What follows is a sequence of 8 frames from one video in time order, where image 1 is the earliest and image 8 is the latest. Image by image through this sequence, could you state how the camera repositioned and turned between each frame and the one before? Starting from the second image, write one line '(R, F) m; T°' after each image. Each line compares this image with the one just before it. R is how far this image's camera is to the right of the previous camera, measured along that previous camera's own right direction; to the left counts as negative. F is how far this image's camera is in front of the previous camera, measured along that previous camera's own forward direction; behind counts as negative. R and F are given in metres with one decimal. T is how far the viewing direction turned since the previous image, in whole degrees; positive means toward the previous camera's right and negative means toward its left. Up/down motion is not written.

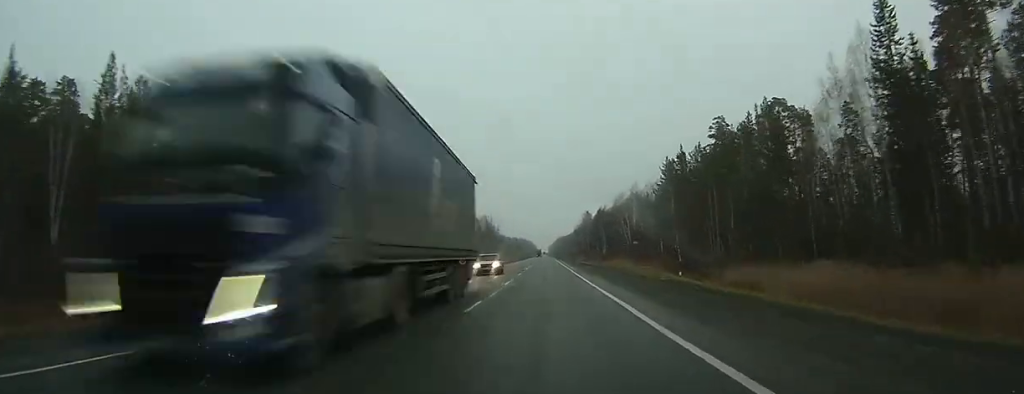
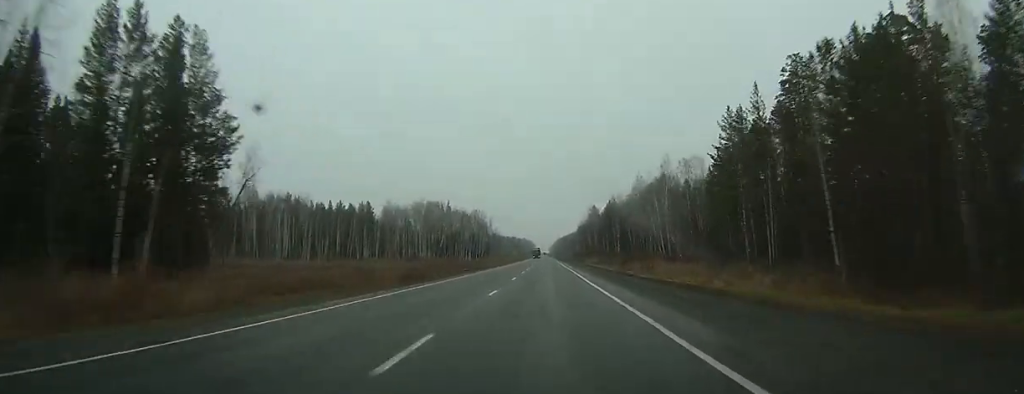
(+0.1, +42.7) m; 0°
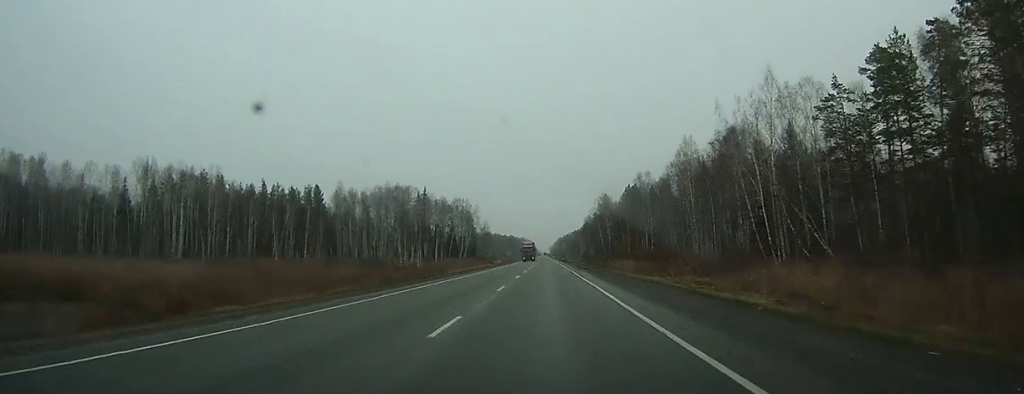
(-0.1, +56.4) m; 0°
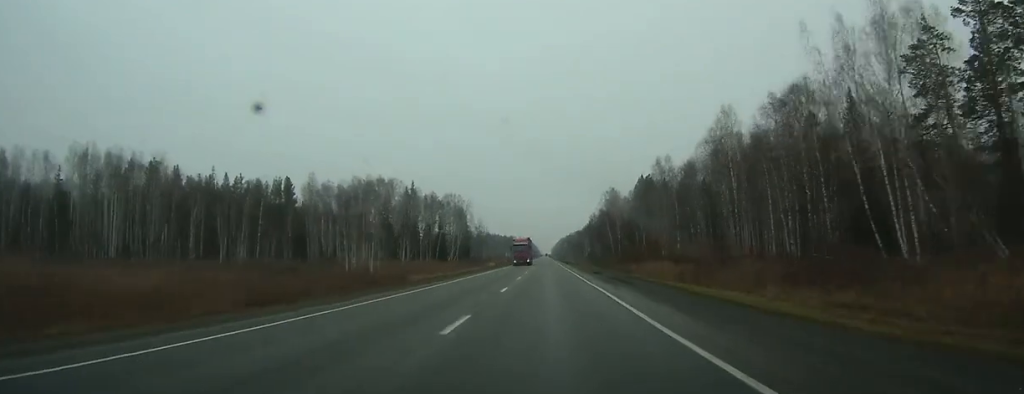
(-0.1, +23.4) m; 0°
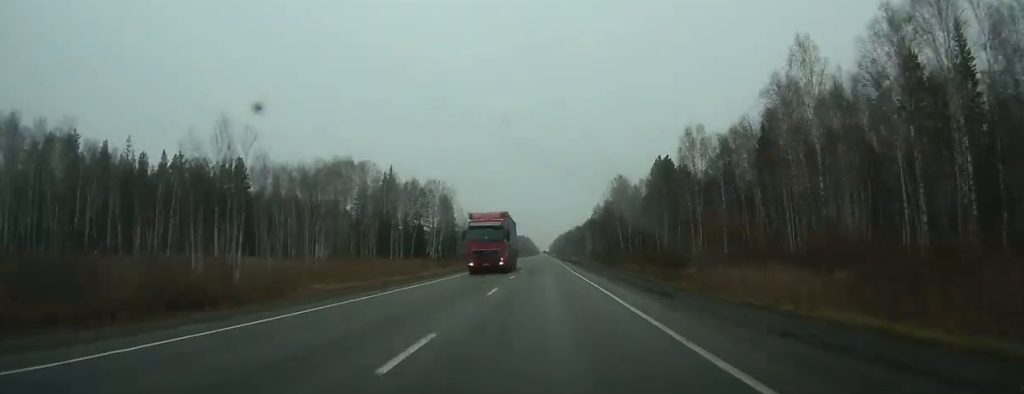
(0.0, +27.4) m; 0°
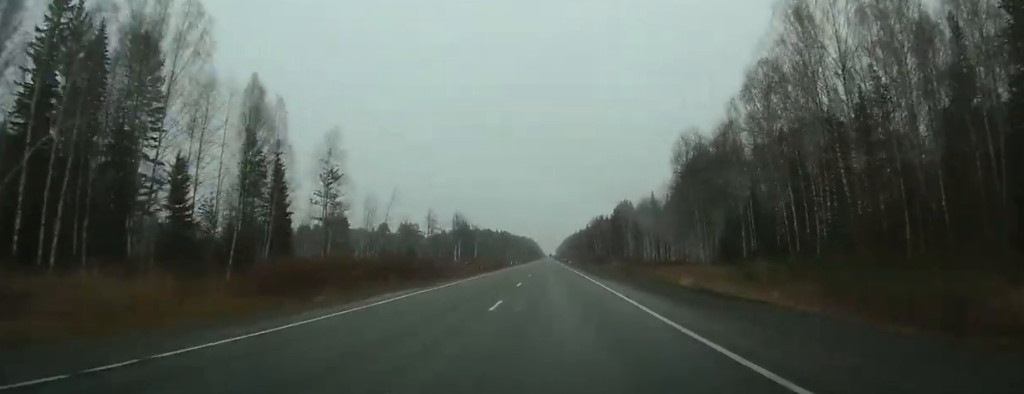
(-0.1, +135.7) m; 0°
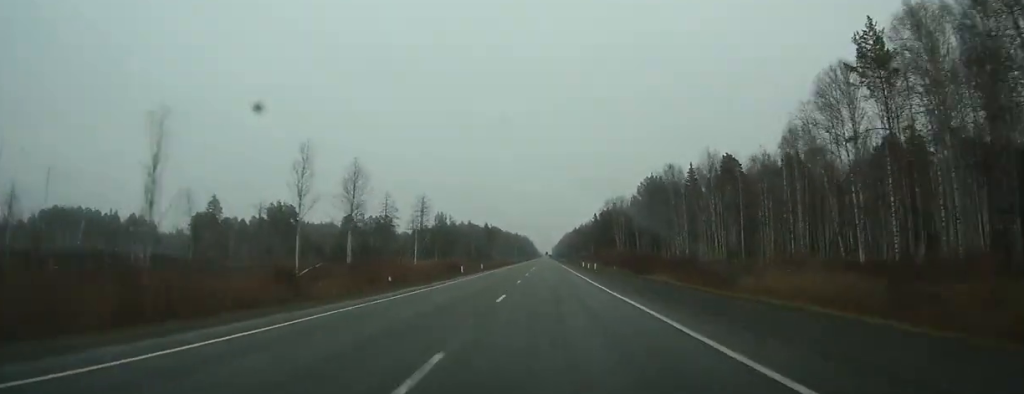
(-0.1, +69.3) m; 0°
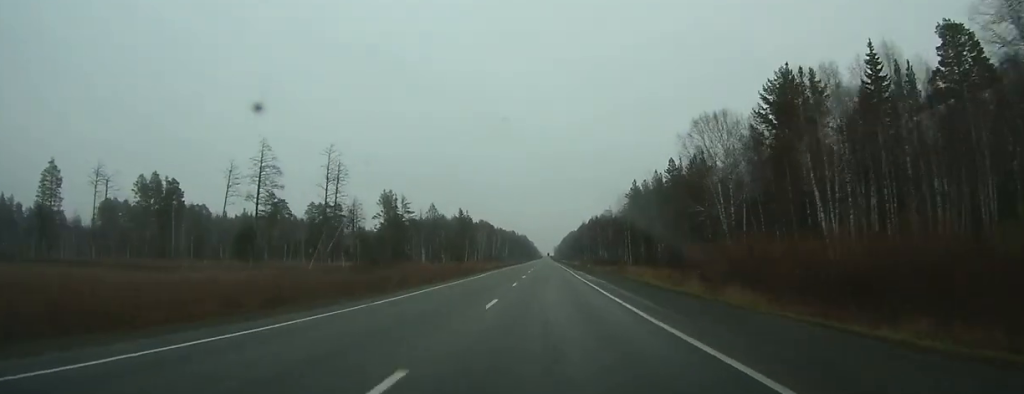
(+0.2, +97.2) m; 0°
